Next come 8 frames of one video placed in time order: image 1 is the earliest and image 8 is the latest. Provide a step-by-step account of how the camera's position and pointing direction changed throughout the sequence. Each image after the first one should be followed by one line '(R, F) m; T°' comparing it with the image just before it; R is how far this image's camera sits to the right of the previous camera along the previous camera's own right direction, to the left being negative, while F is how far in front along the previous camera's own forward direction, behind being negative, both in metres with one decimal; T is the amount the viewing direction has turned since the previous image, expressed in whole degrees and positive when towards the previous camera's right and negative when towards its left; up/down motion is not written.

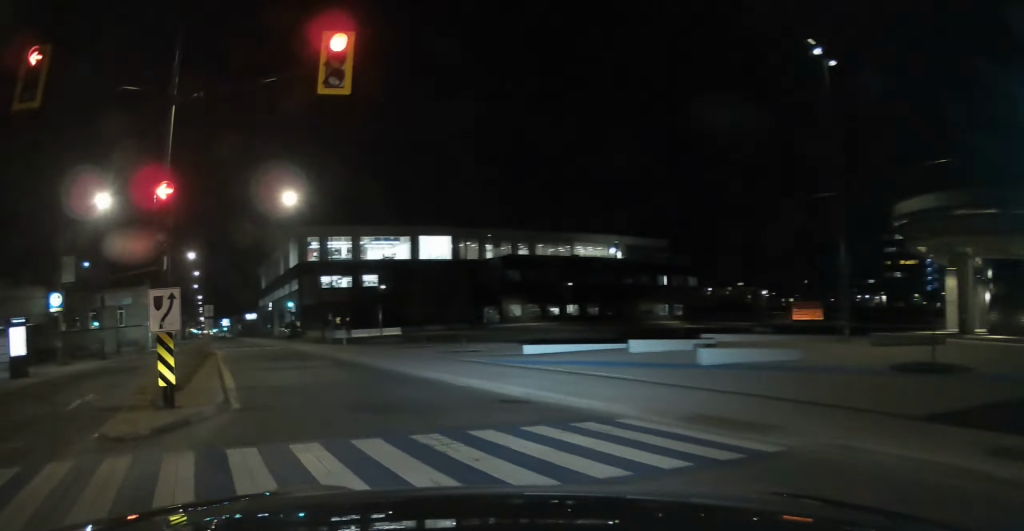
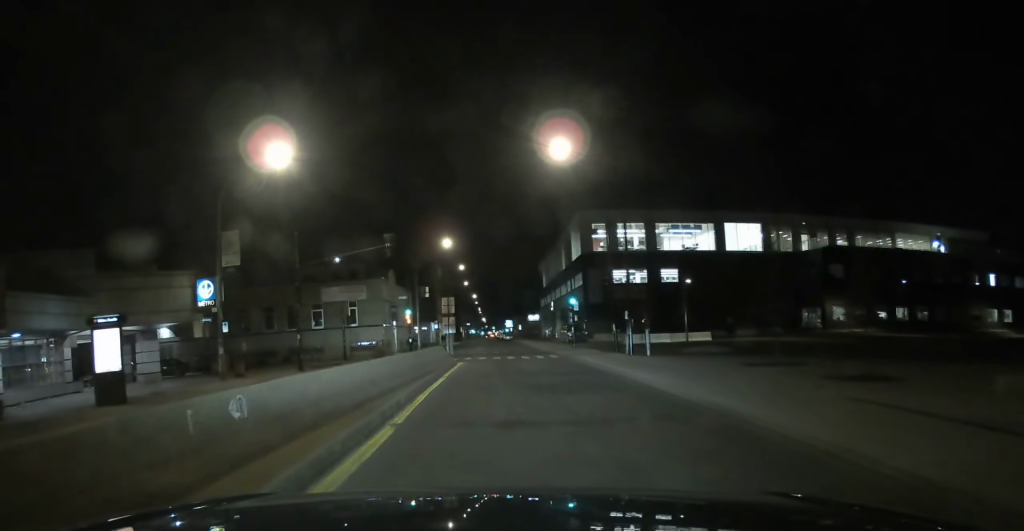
(-1.8, +13.5) m; -8°
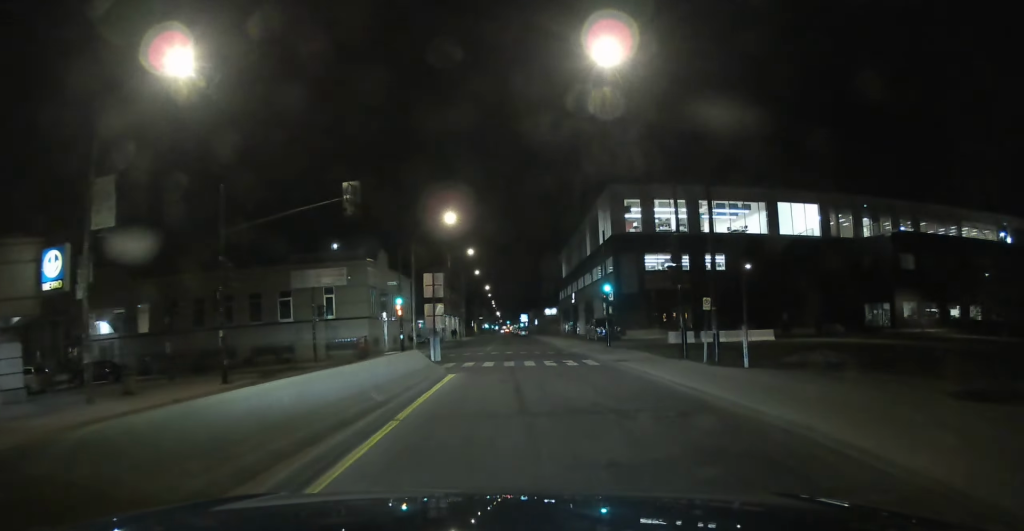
(-0.6, +10.4) m; -5°
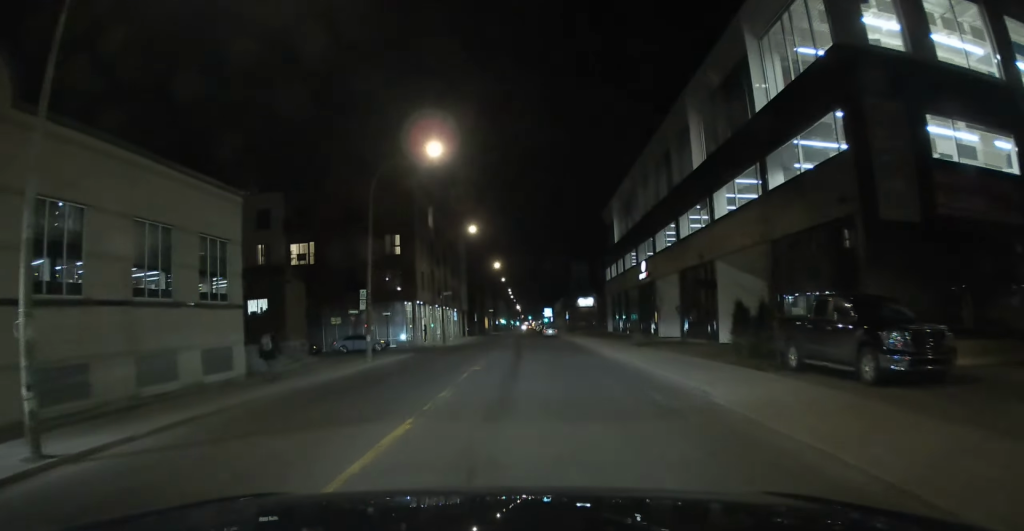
(-0.9, +44.6) m; -1°
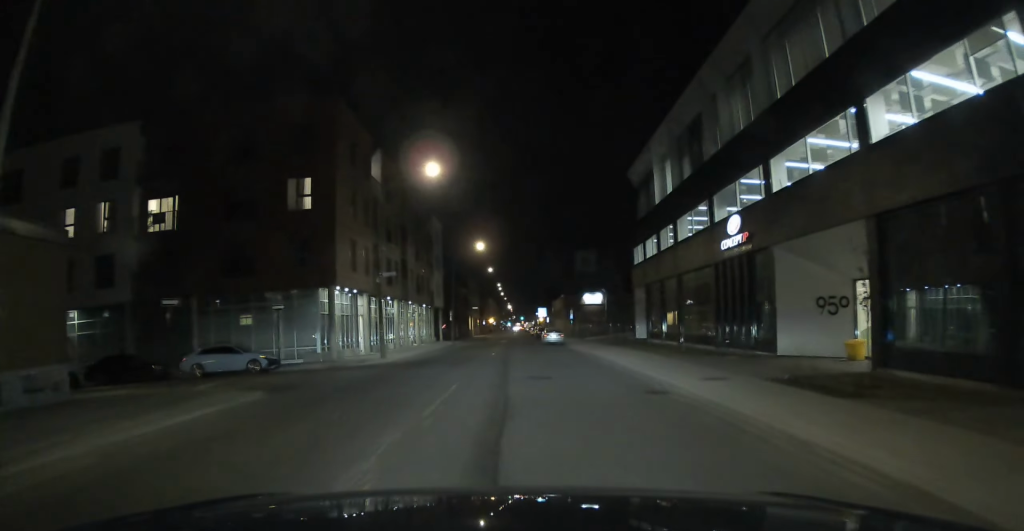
(+0.3, +24.1) m; 0°
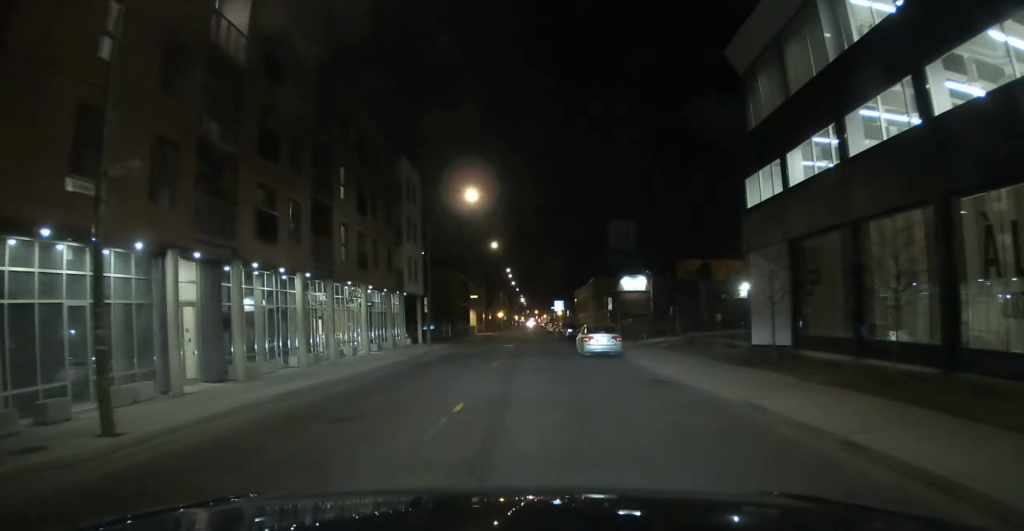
(-0.1, +23.8) m; -1°
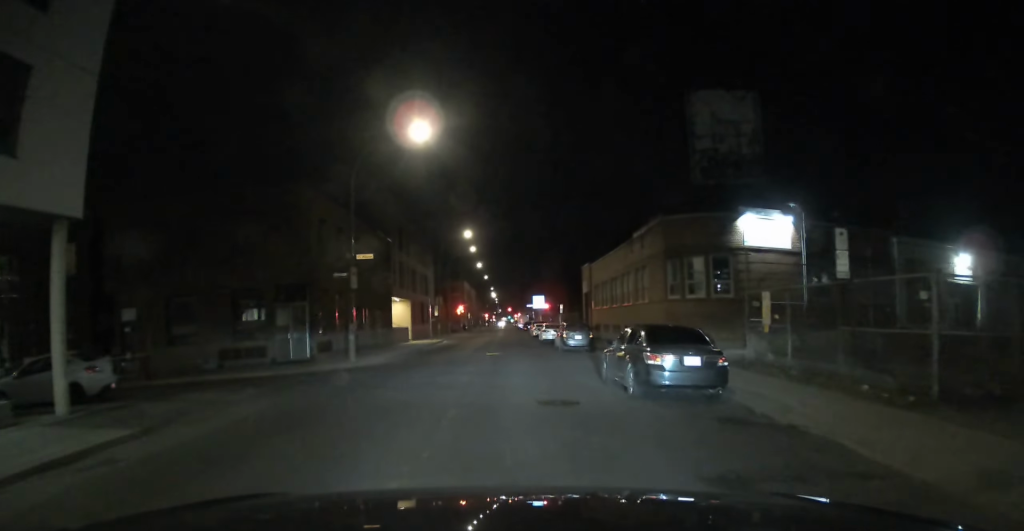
(-0.6, +38.7) m; -13°
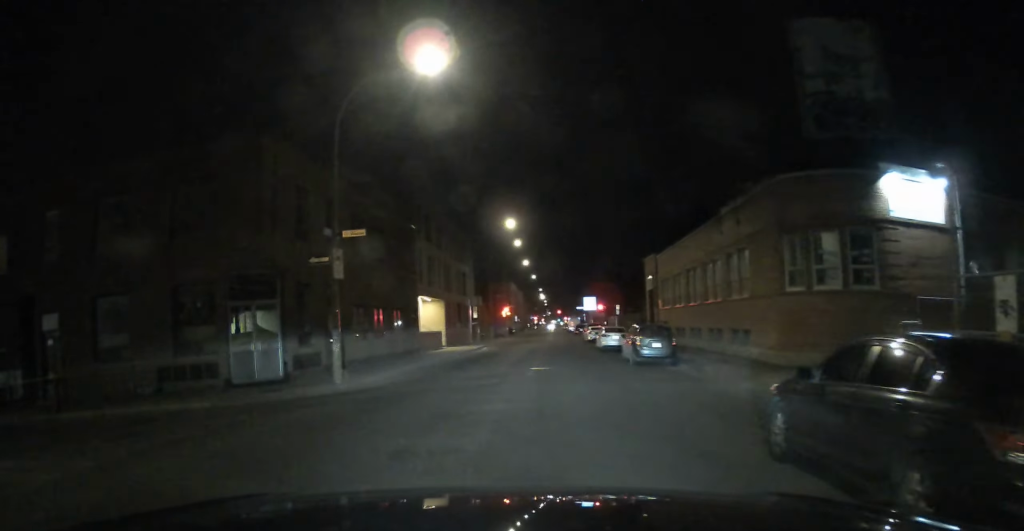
(-0.1, +7.9) m; -15°
